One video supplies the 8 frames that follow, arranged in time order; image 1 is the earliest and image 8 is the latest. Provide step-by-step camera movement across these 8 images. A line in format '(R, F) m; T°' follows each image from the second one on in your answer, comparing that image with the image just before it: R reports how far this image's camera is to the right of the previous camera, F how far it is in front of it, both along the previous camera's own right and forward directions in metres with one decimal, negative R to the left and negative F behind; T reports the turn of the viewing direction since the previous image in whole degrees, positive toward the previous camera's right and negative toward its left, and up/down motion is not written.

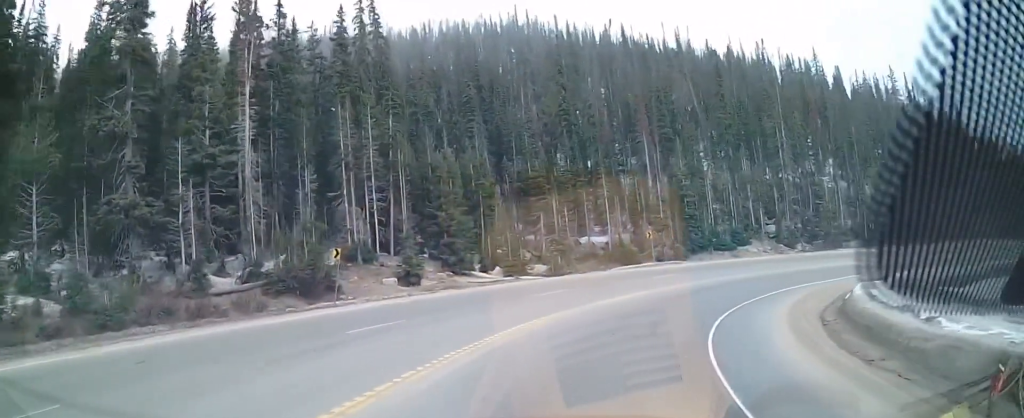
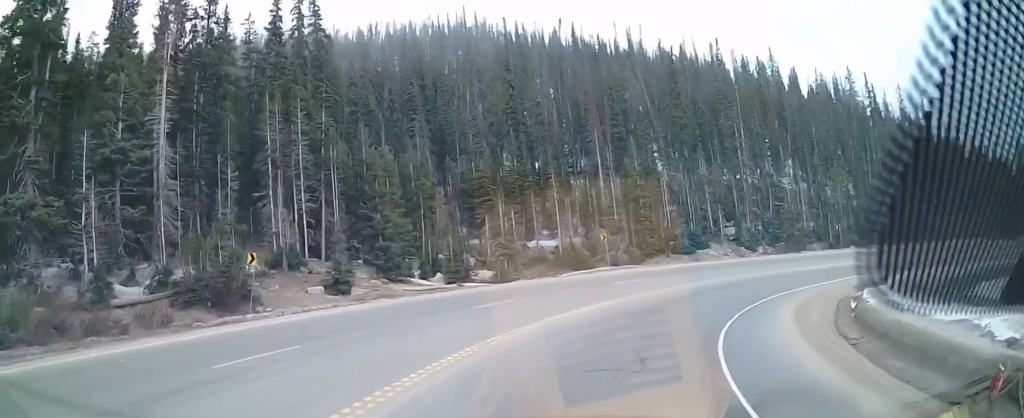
(+0.1, +4.2) m; +6°
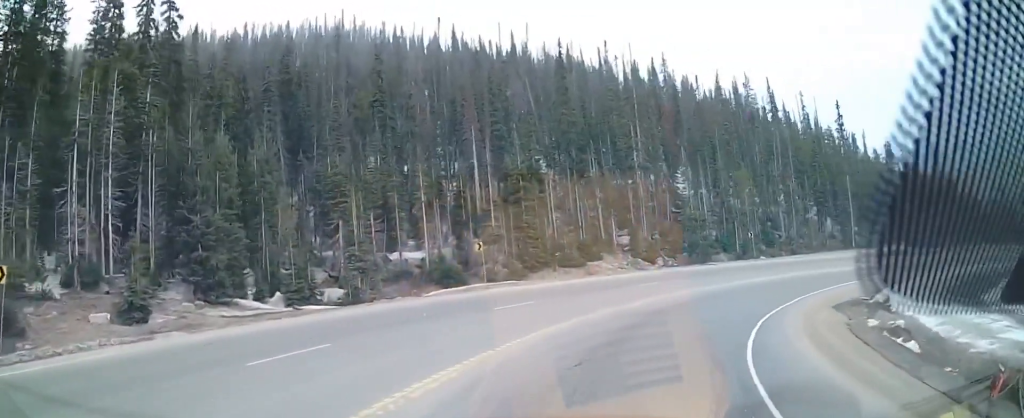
(+1.2, +9.2) m; +21°
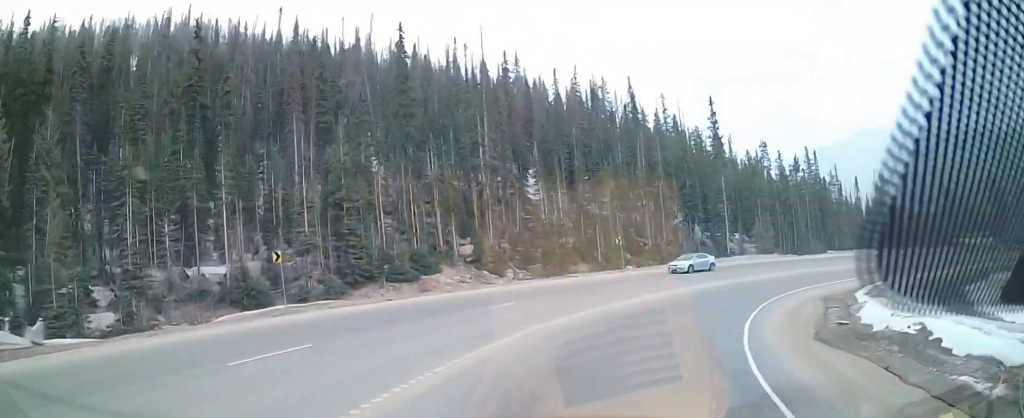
(+2.3, +10.3) m; +18°
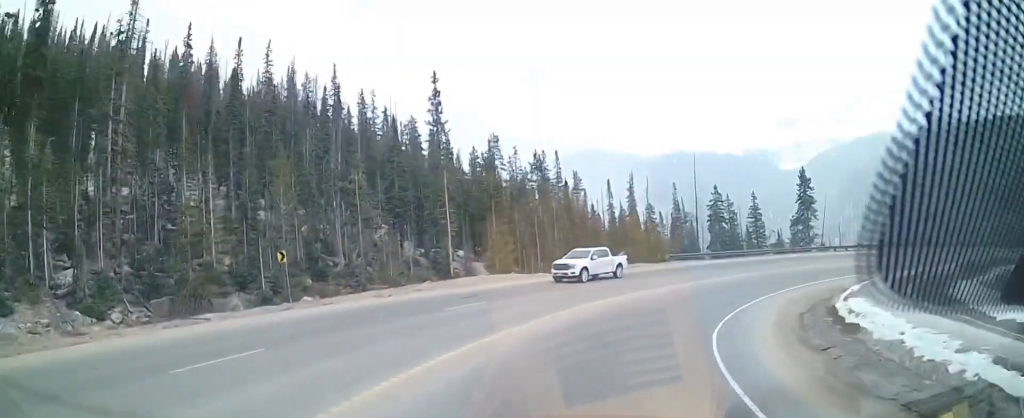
(+3.9, +22.7) m; +30°
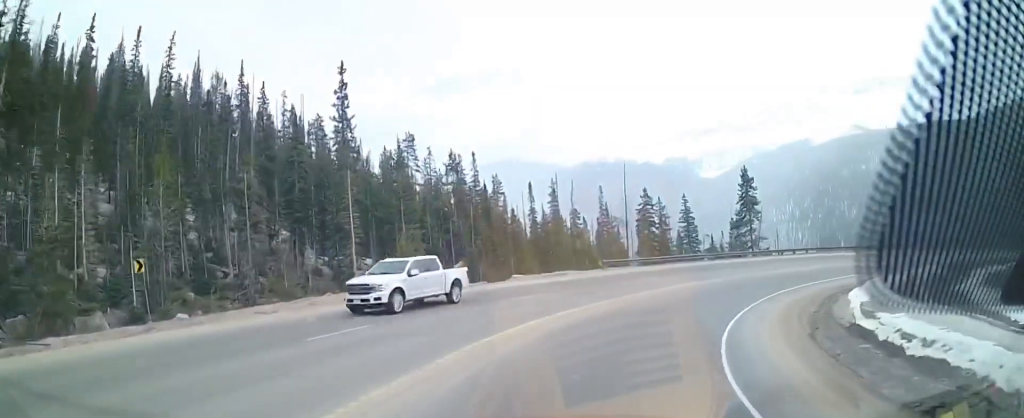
(+1.5, +6.6) m; +5°
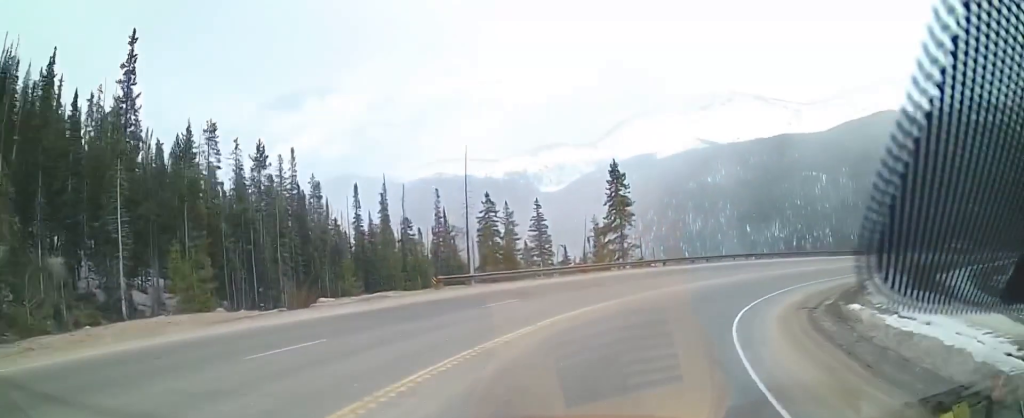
(+0.3, +12.7) m; -1°
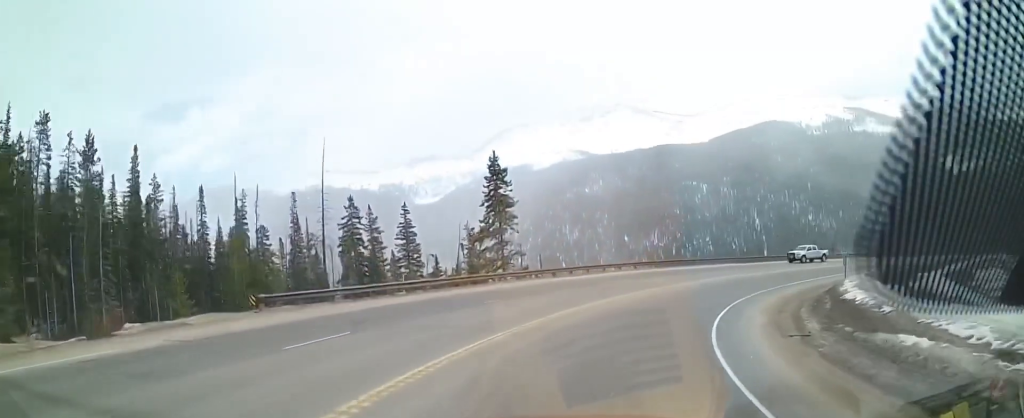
(-0.1, +8.7) m; +8°
